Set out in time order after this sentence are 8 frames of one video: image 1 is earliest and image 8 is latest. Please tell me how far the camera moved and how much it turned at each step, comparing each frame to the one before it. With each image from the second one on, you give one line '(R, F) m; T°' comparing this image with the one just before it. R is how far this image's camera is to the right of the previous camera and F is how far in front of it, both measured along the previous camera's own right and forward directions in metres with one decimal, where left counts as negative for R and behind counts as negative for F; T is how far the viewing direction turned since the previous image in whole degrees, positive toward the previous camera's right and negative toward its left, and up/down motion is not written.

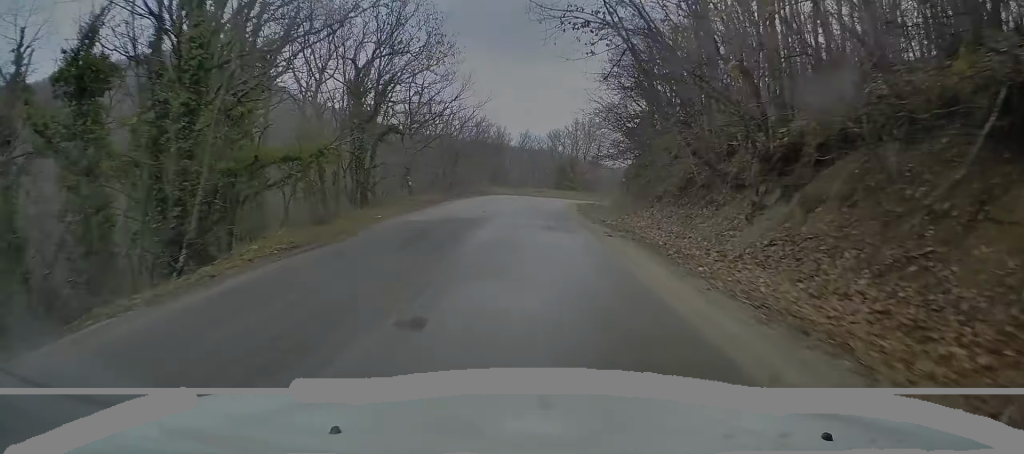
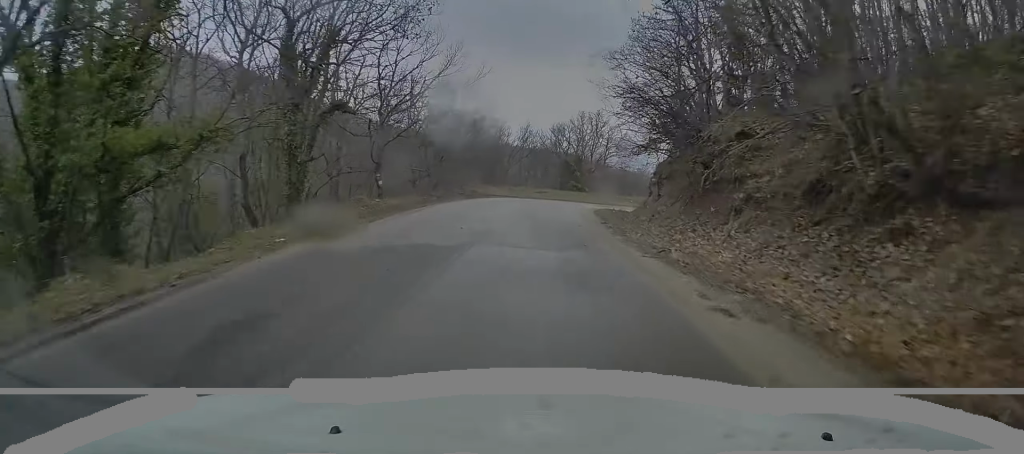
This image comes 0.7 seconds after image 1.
(+0.1, +8.5) m; +1°
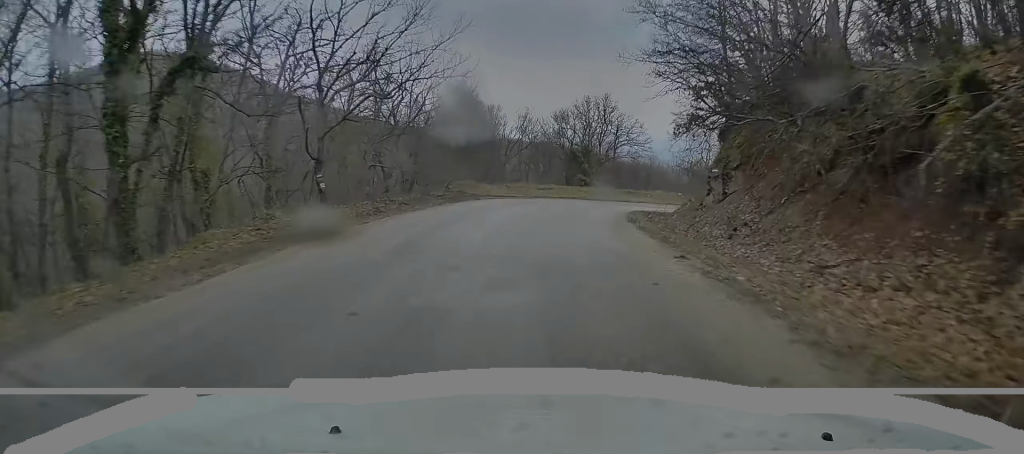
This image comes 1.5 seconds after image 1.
(+0.1, +9.1) m; +1°
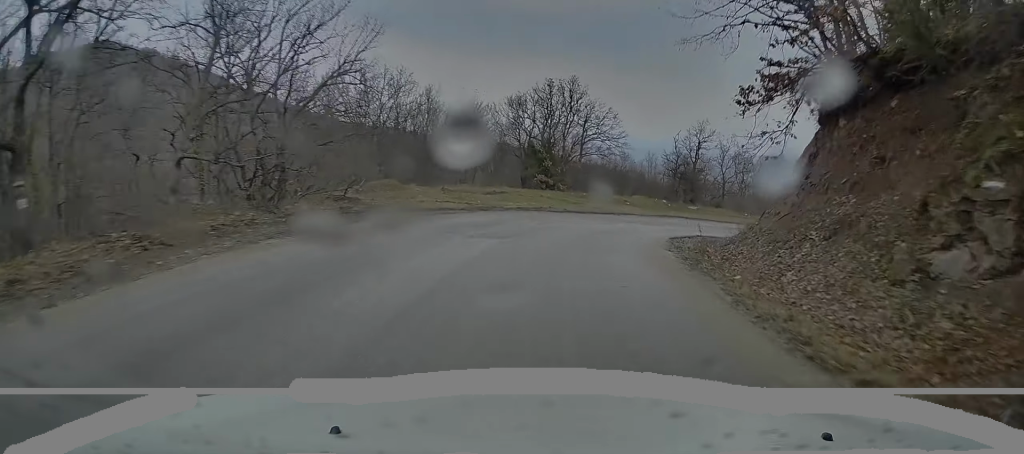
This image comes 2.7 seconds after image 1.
(+0.2, +13.1) m; -1°
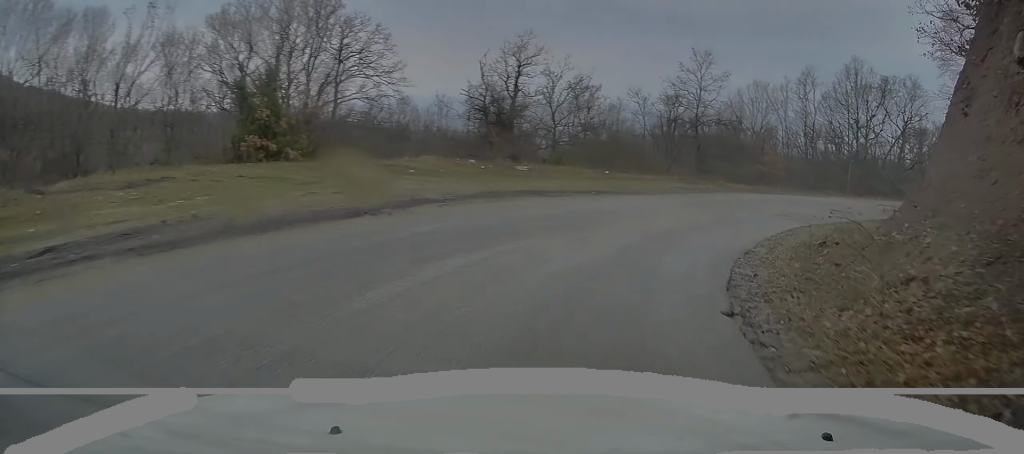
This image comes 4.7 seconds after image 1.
(+1.9, +19.9) m; +23°
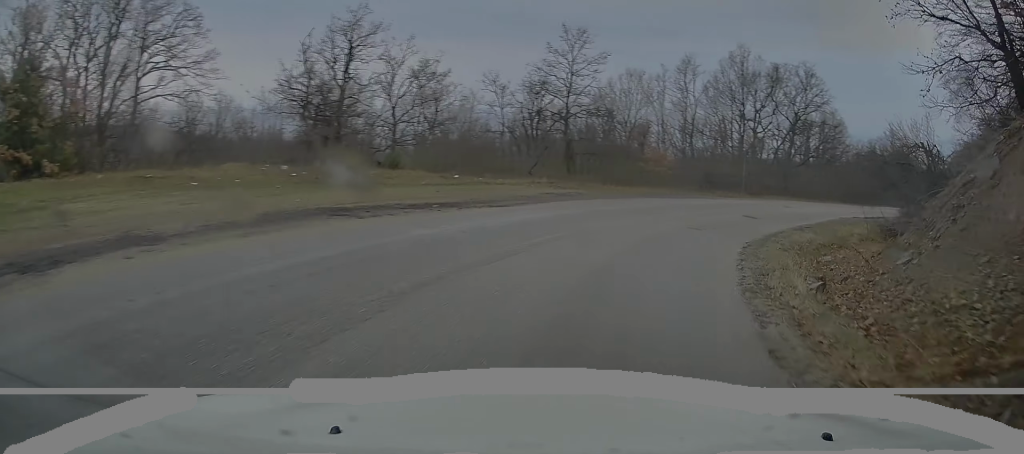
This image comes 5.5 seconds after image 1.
(+1.0, +7.0) m; +15°
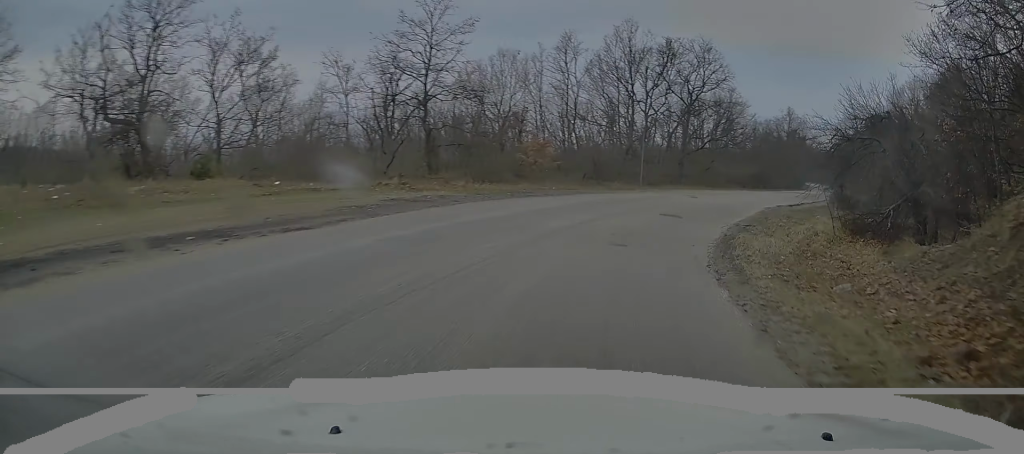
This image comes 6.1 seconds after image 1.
(+0.9, +6.2) m; +12°
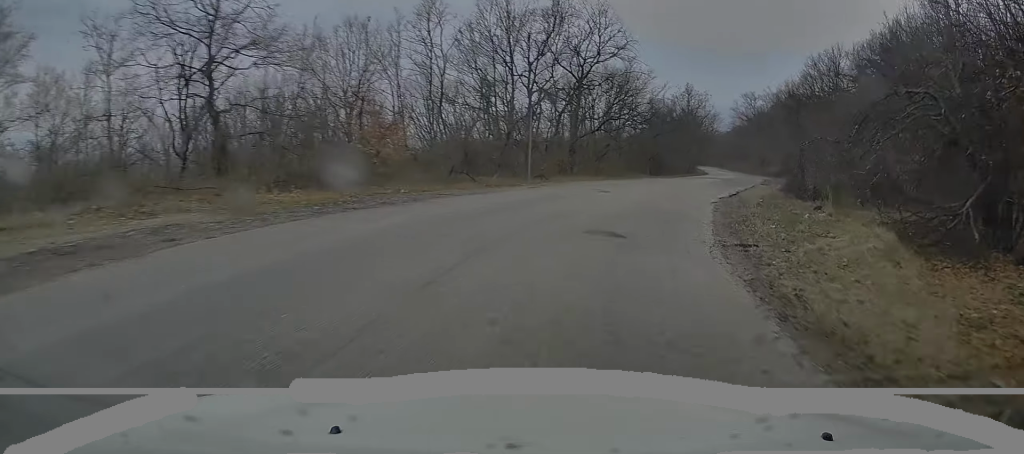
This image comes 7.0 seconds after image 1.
(+1.2, +8.6) m; +13°
